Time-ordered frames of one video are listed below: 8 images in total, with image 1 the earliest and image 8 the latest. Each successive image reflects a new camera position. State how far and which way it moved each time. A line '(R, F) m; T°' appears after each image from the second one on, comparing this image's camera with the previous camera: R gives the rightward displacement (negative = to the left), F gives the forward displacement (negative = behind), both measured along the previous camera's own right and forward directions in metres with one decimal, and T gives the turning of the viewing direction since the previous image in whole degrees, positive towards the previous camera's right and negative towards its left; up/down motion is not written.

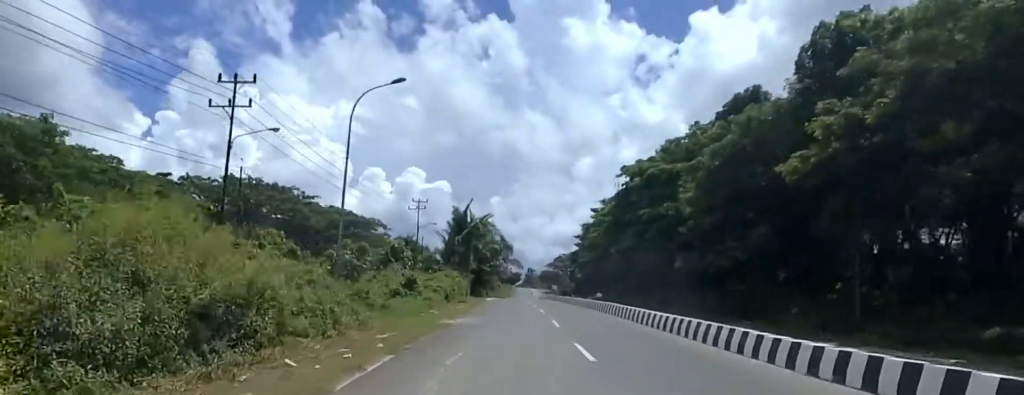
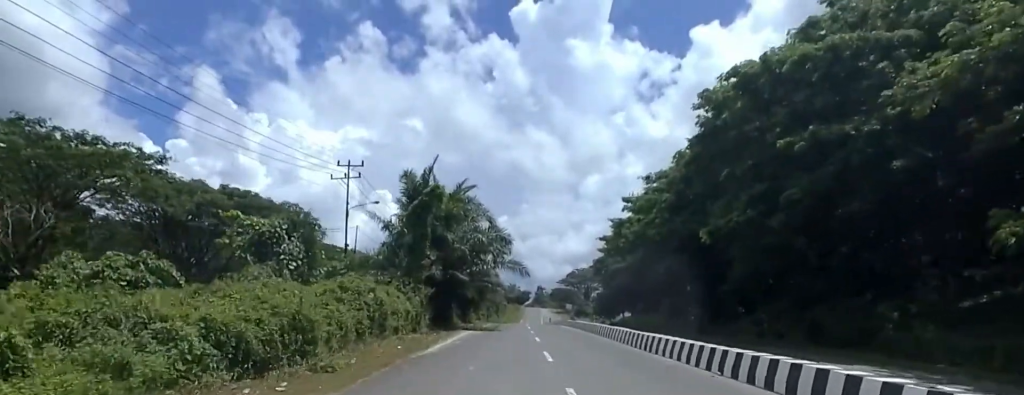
(-1.5, +28.4) m; -3°
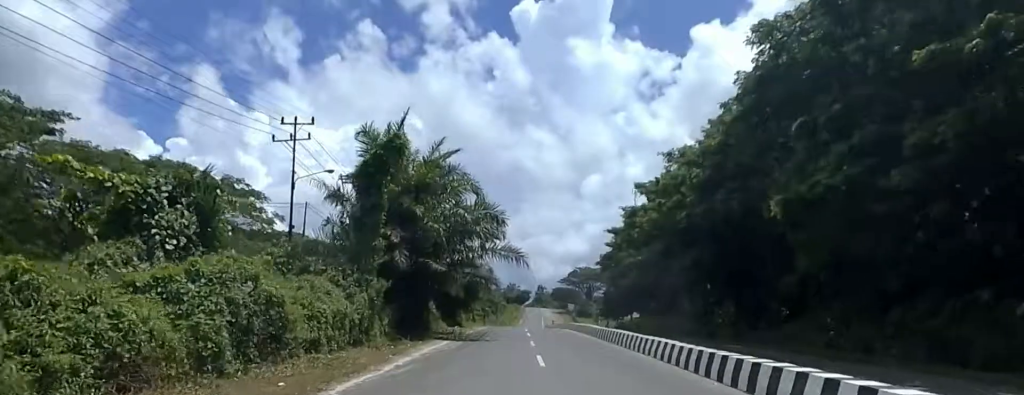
(+1.0, +9.3) m; +2°
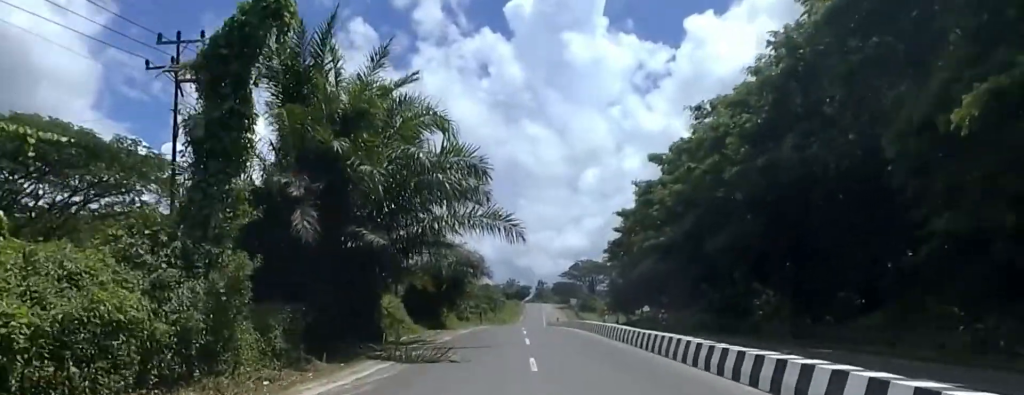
(-0.2, +9.8) m; -4°
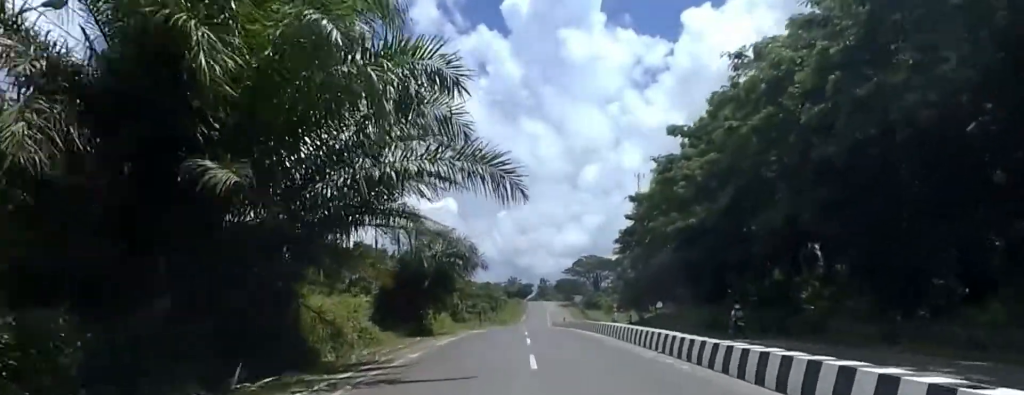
(-0.3, +7.6) m; -4°
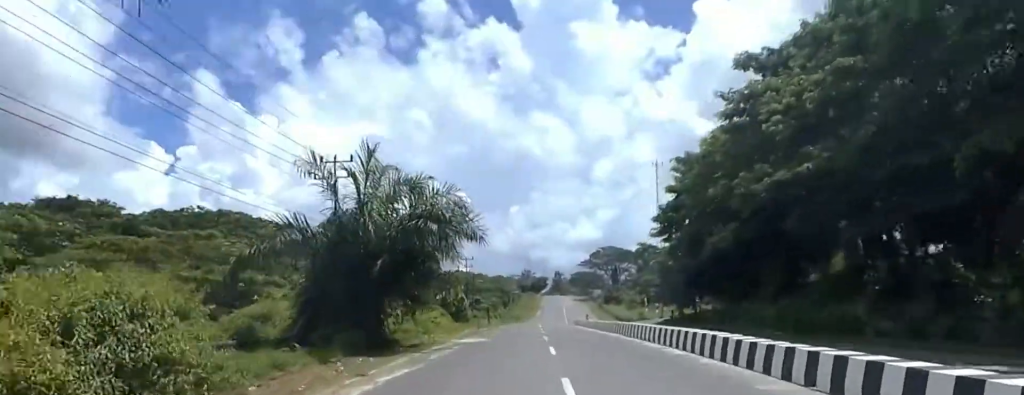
(-0.5, +13.1) m; 0°
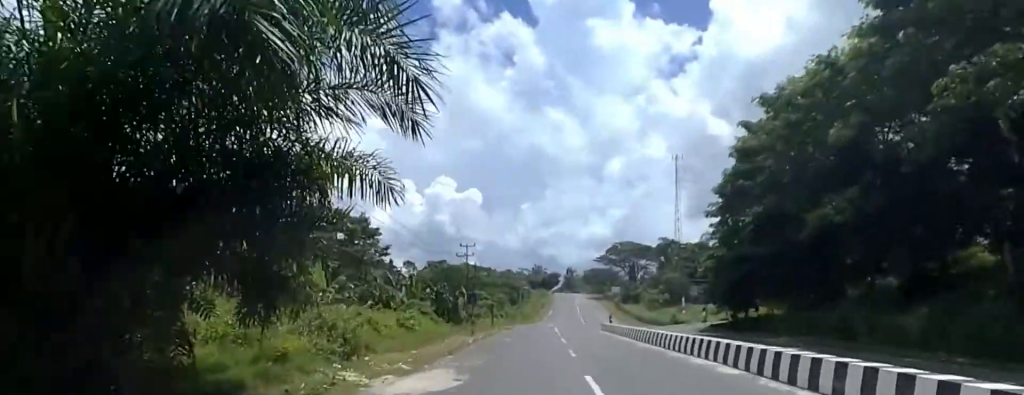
(+0.5, +13.5) m; +2°
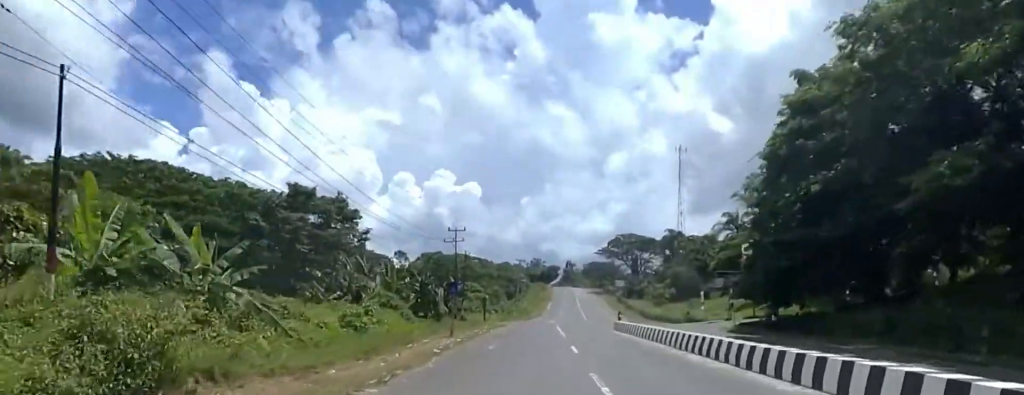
(+0.1, +8.0) m; 0°
